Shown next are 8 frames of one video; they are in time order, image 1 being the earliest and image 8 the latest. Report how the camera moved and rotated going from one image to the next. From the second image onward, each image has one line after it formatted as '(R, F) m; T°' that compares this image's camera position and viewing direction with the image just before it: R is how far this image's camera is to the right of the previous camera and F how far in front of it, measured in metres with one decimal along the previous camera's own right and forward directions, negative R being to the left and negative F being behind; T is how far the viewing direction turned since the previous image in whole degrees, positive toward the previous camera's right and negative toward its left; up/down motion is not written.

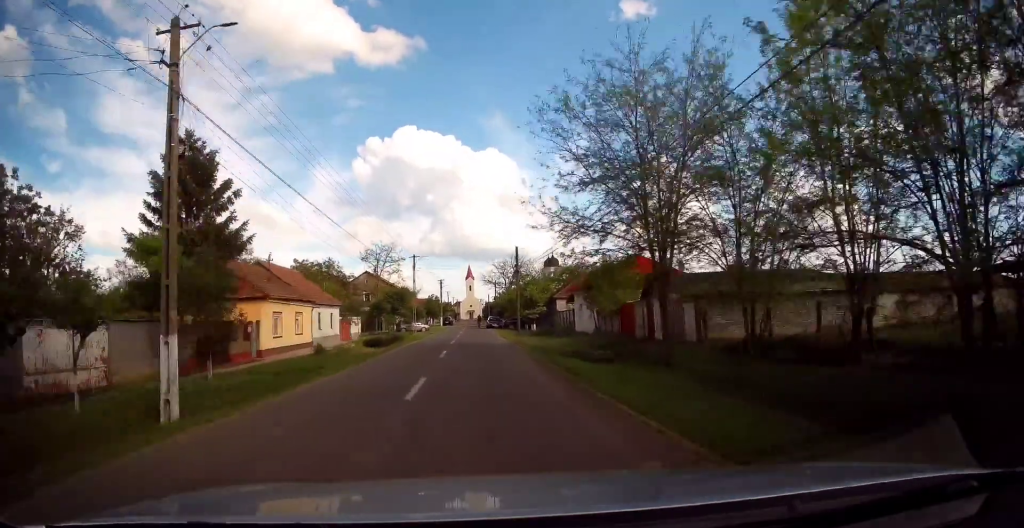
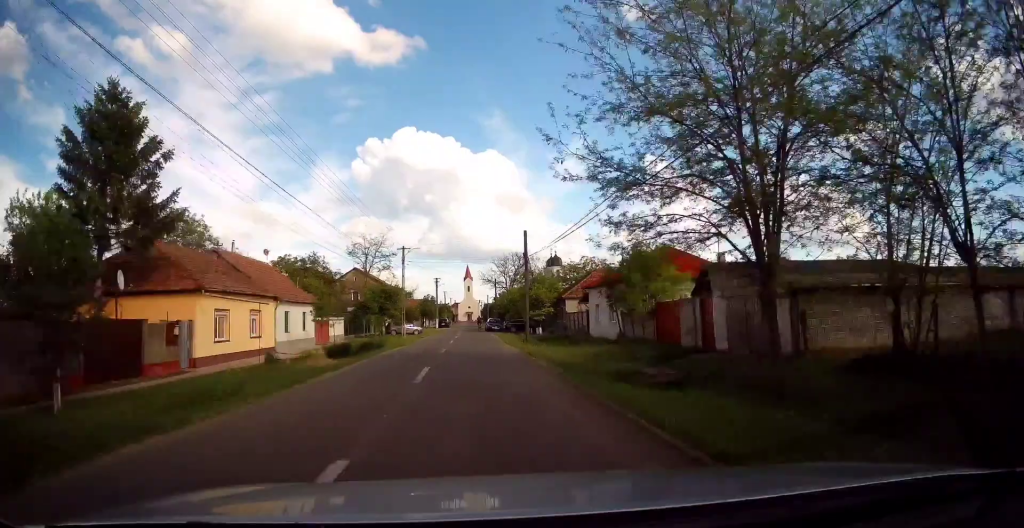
(+0.1, +6.5) m; 0°
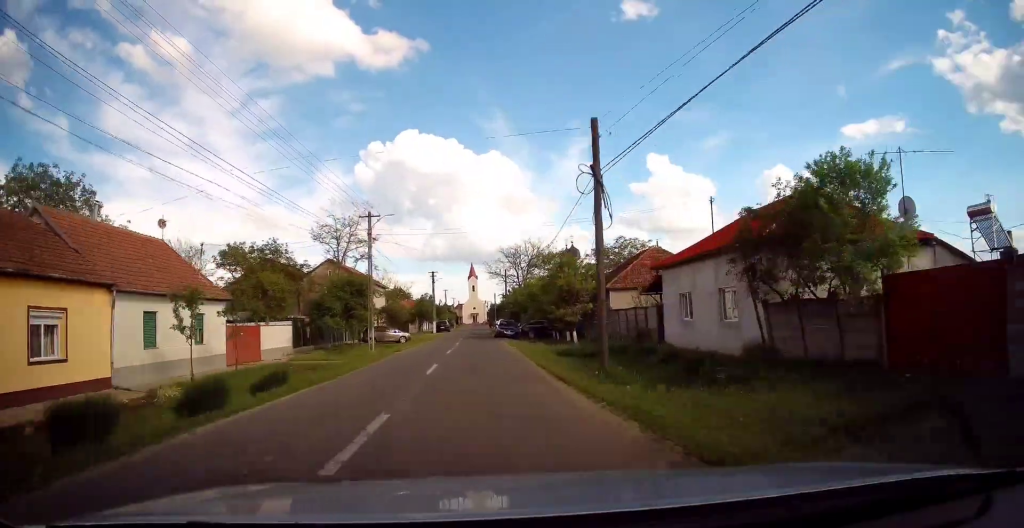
(-0.1, +15.4) m; 0°
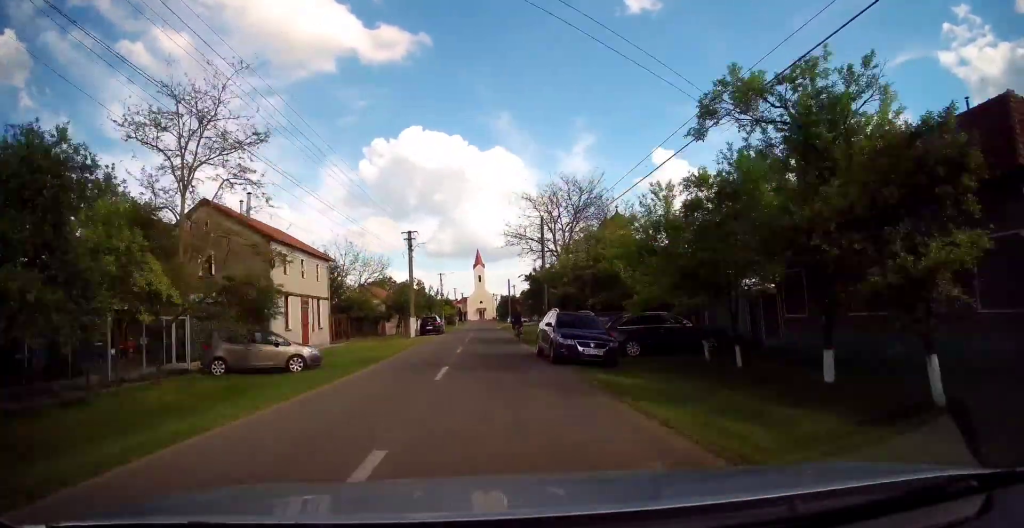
(0.0, +29.6) m; -2°
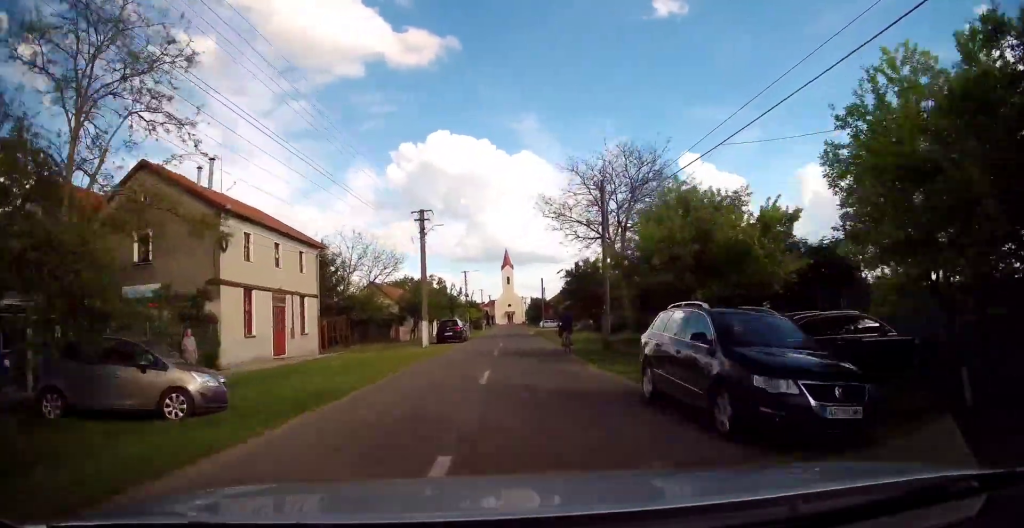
(-0.1, +9.1) m; -1°
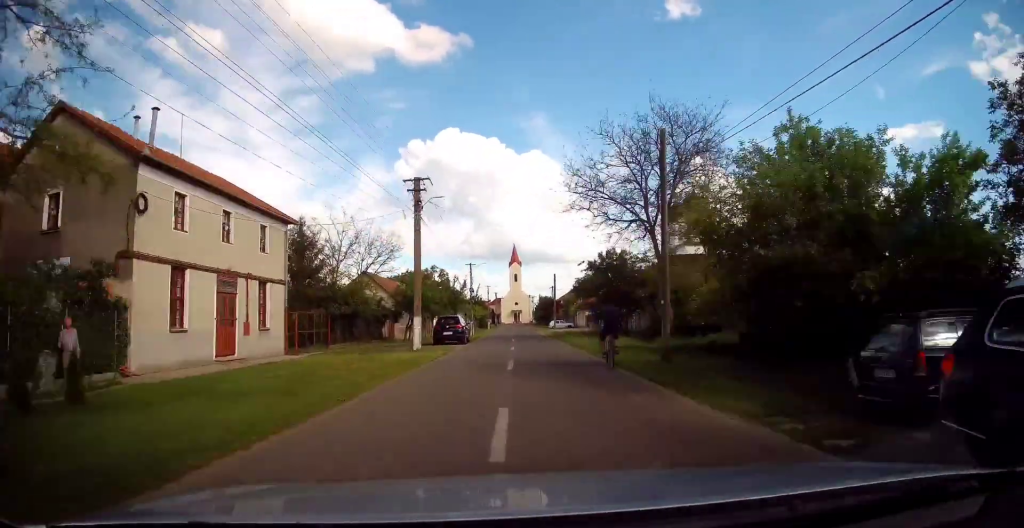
(-0.1, +6.3) m; 0°
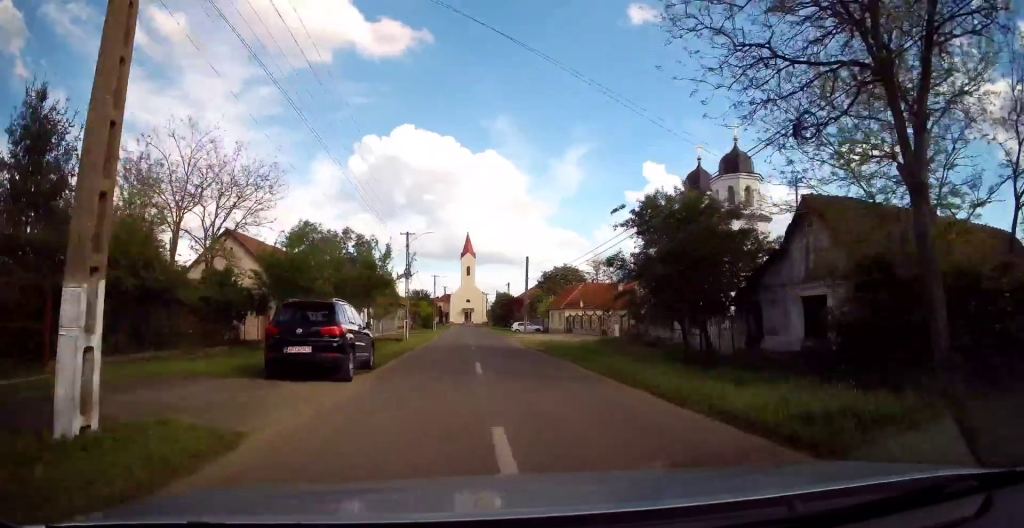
(+0.2, +18.7) m; +3°
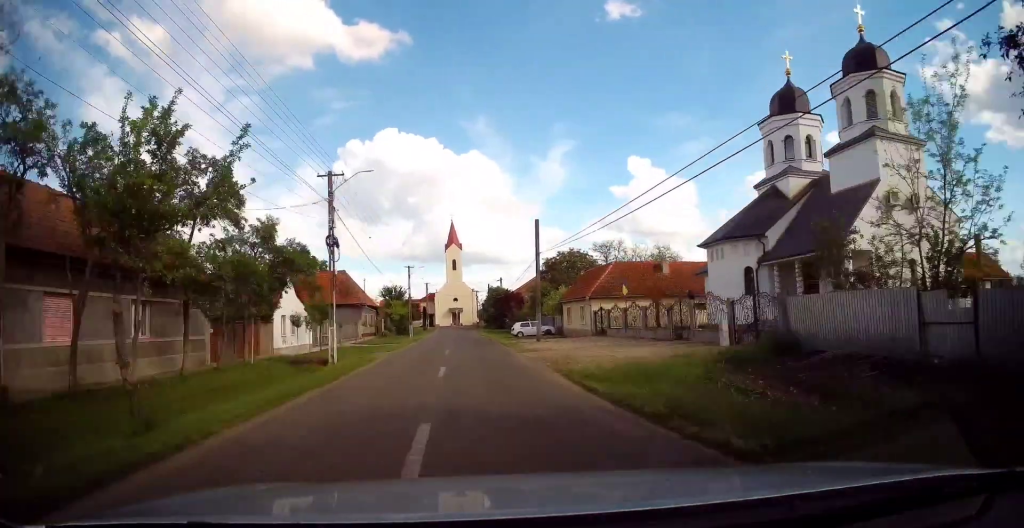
(+0.4, +17.1) m; +1°
